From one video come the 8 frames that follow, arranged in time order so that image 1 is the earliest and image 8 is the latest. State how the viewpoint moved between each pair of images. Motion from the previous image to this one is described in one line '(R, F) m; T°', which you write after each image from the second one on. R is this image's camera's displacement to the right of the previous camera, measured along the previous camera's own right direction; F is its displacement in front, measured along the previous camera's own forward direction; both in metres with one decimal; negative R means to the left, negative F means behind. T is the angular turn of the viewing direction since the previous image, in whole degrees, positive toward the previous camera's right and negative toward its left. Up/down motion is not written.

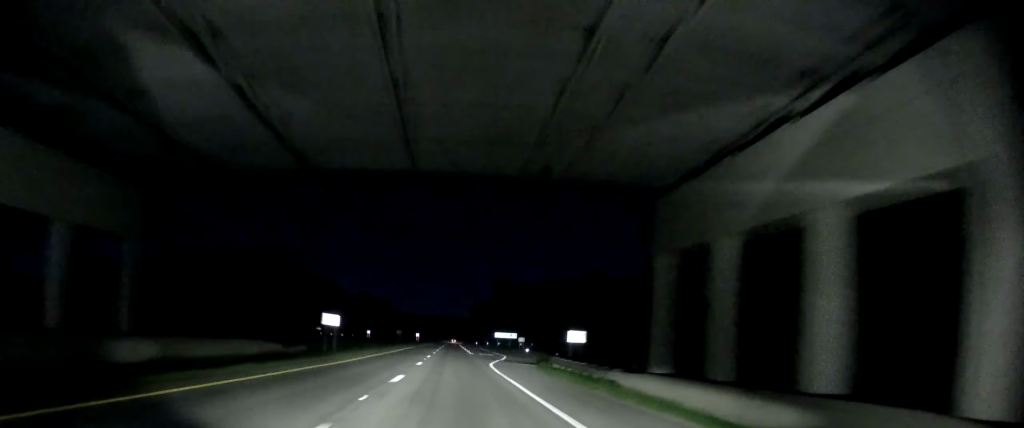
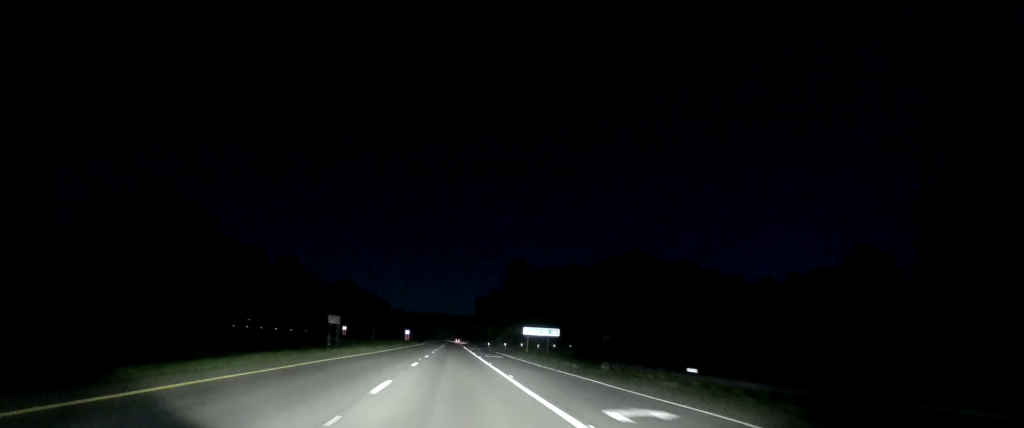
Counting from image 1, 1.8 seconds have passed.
(+0.1, +53.4) m; 0°
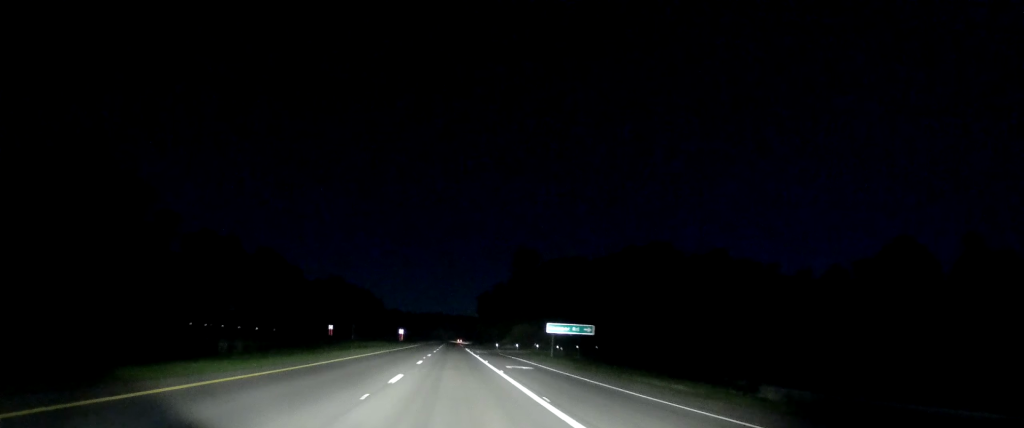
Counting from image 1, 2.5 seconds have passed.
(-0.1, +20.4) m; 0°
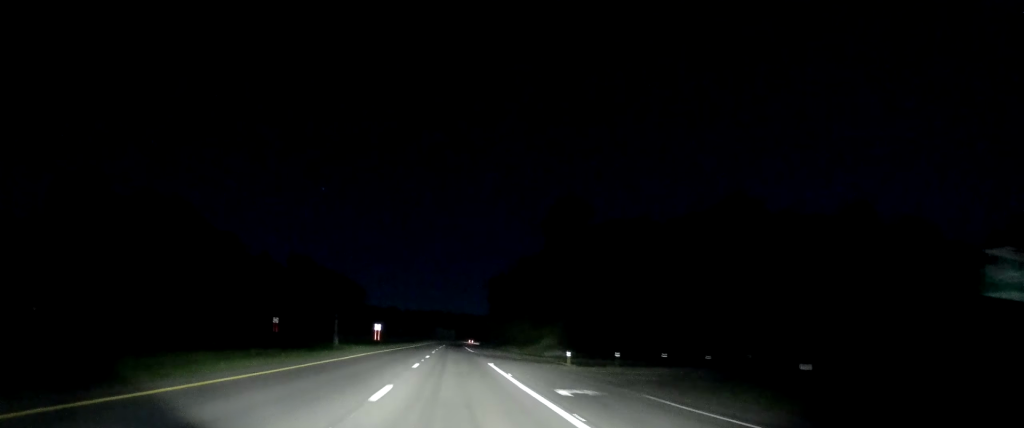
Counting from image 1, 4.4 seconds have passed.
(+0.1, +53.5) m; +1°
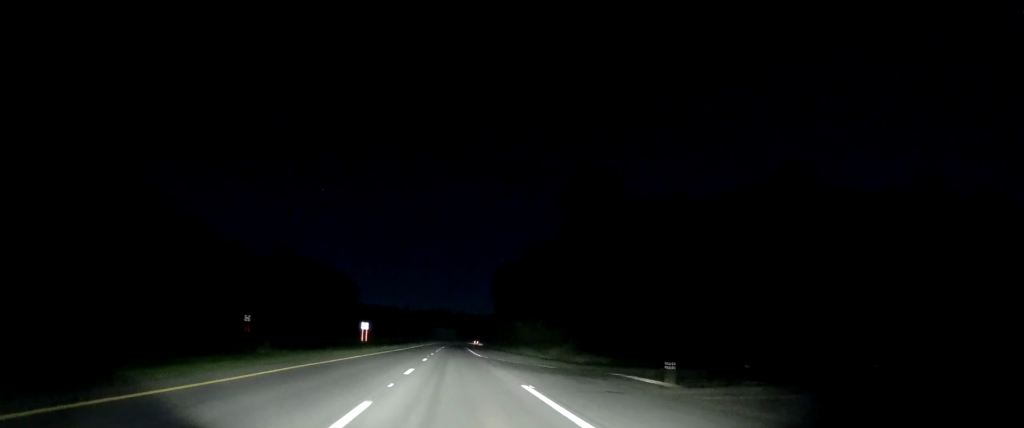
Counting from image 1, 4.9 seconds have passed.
(+0.3, +16.5) m; 0°
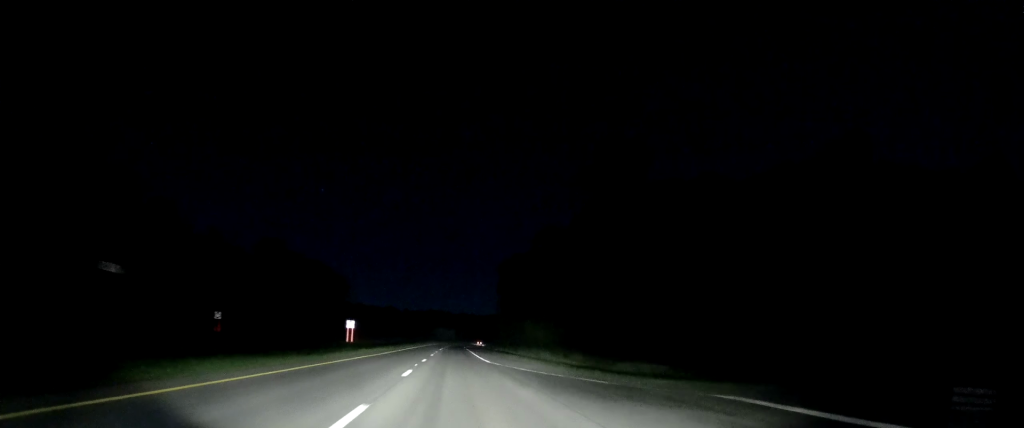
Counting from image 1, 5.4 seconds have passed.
(0.0, +12.6) m; 0°
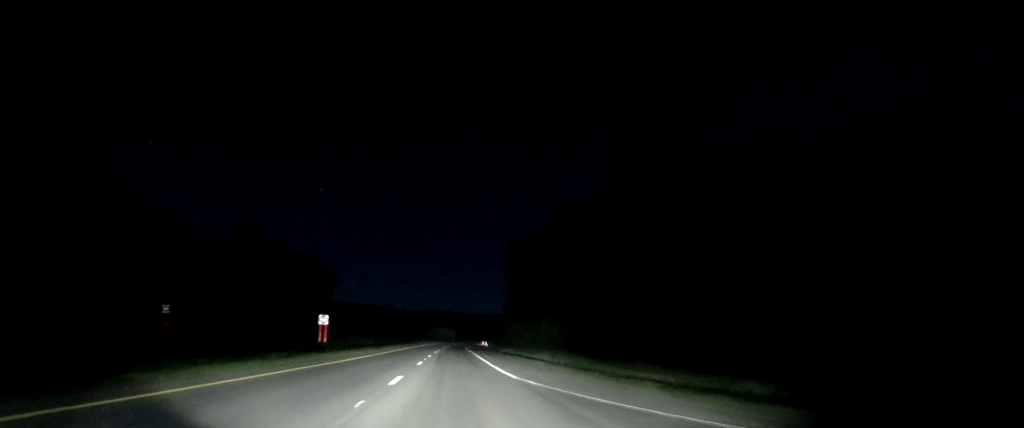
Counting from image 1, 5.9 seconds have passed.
(-0.1, +16.5) m; -1°
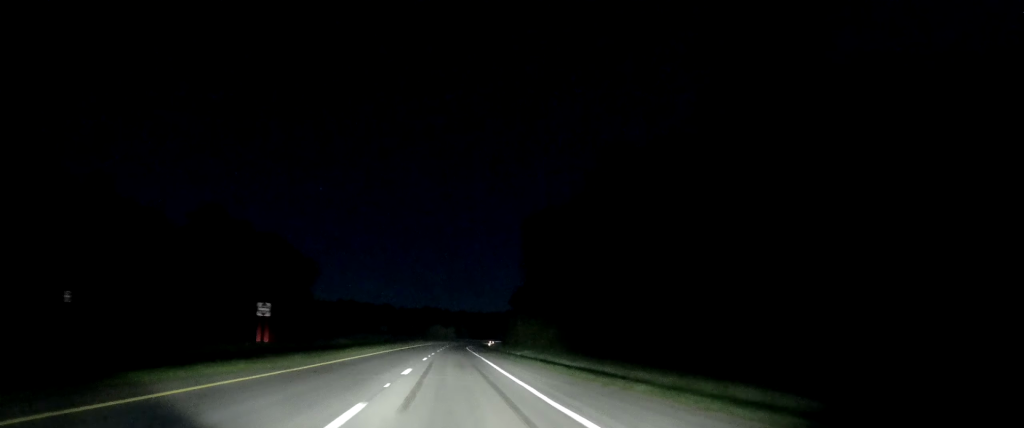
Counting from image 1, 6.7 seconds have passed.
(-0.4, +21.4) m; -1°
